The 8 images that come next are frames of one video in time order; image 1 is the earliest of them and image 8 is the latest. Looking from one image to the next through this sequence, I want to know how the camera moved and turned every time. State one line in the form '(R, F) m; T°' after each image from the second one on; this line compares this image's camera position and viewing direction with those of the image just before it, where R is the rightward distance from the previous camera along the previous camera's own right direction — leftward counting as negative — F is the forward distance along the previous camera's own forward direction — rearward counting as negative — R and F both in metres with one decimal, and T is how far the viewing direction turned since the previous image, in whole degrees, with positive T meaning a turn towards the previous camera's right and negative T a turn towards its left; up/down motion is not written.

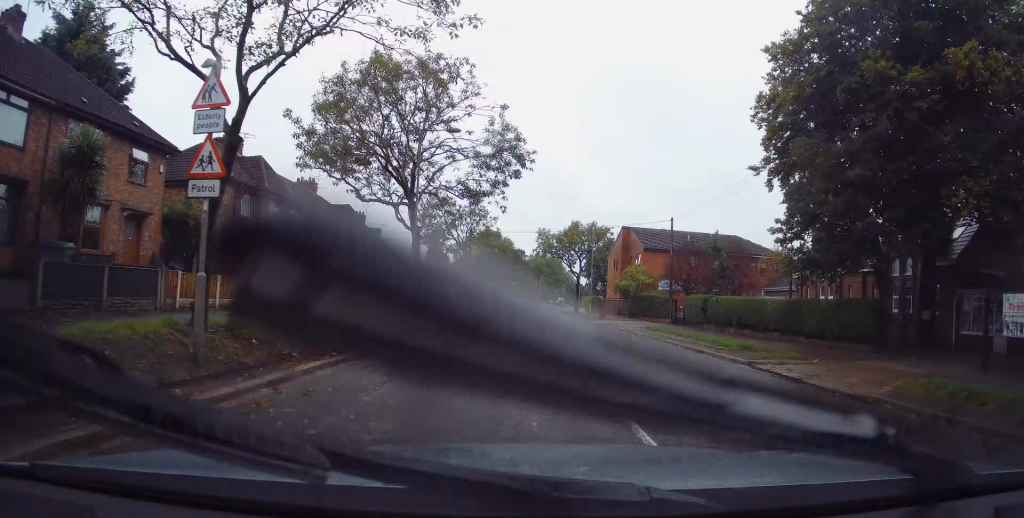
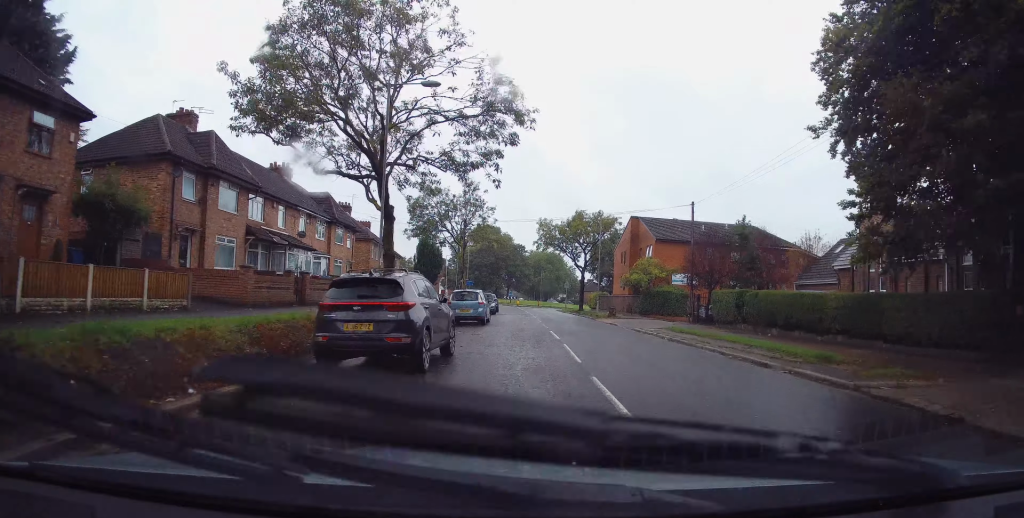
(-0.1, +4.9) m; -1°
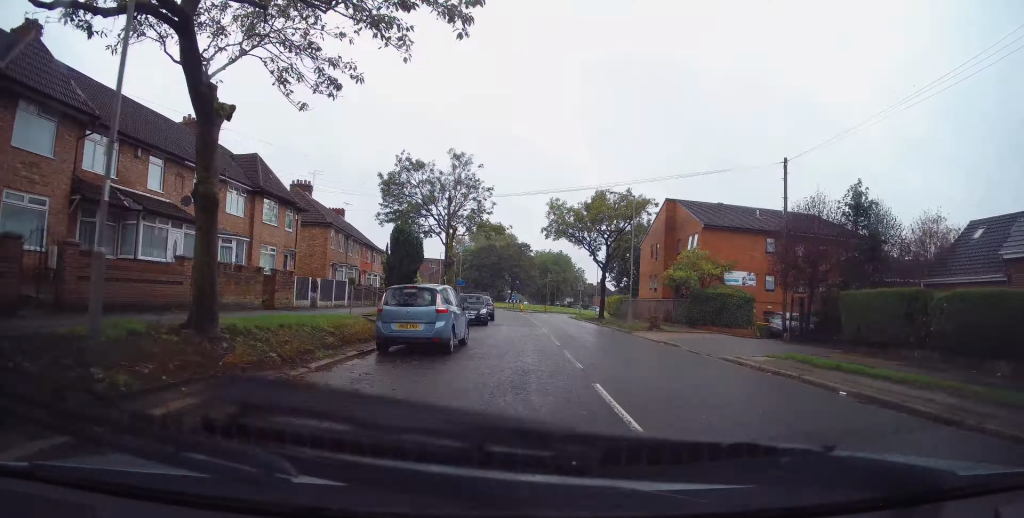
(0.0, +12.2) m; +2°
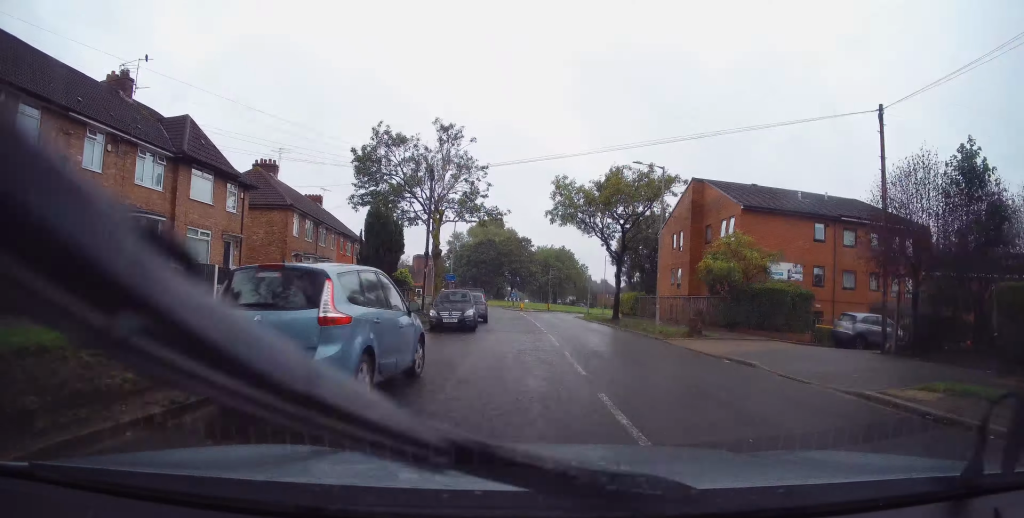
(+0.3, +6.9) m; 0°
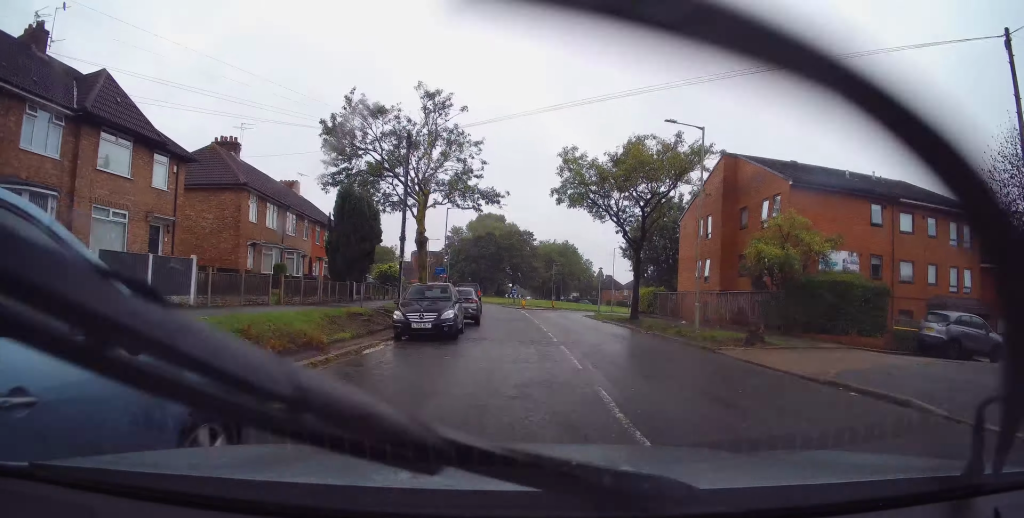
(-0.2, +5.8) m; 0°
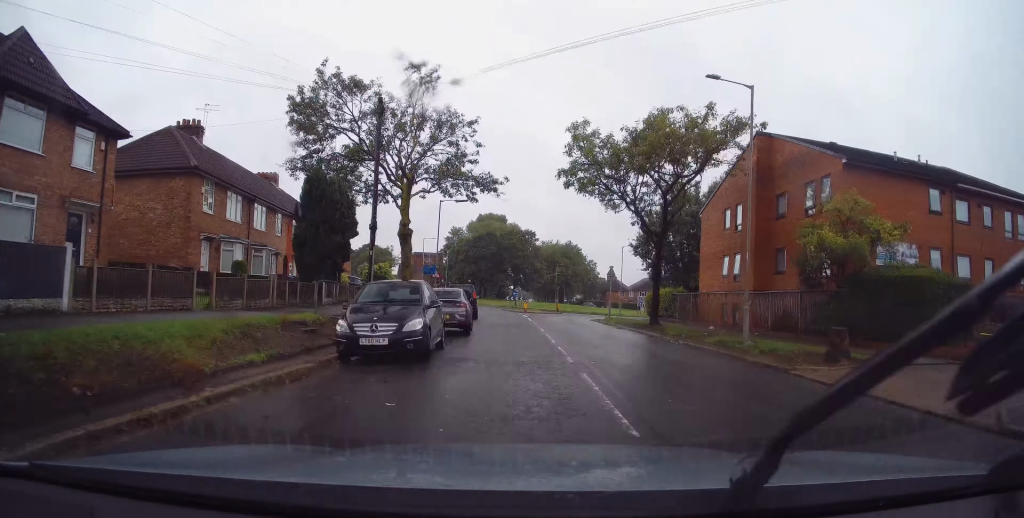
(-0.1, +4.6) m; 0°
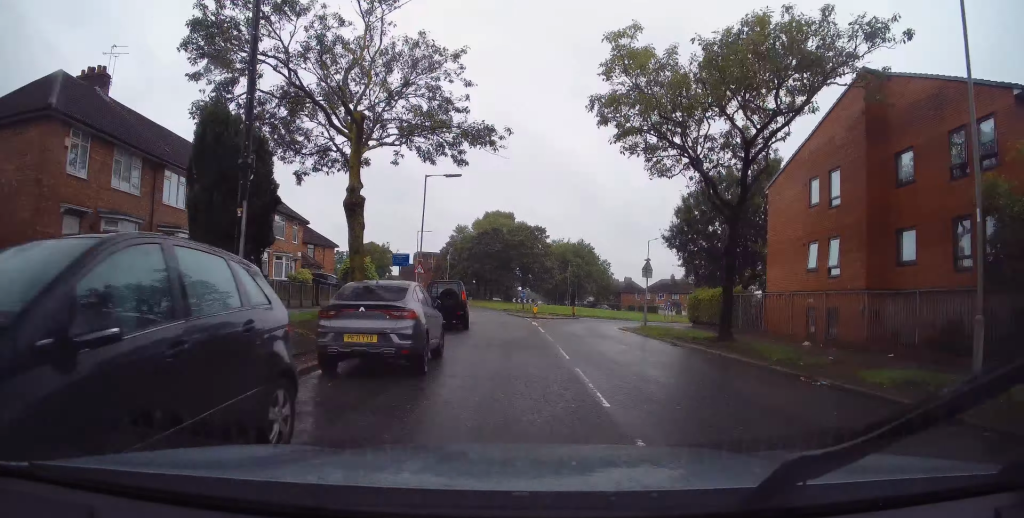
(+0.2, +9.1) m; -1°
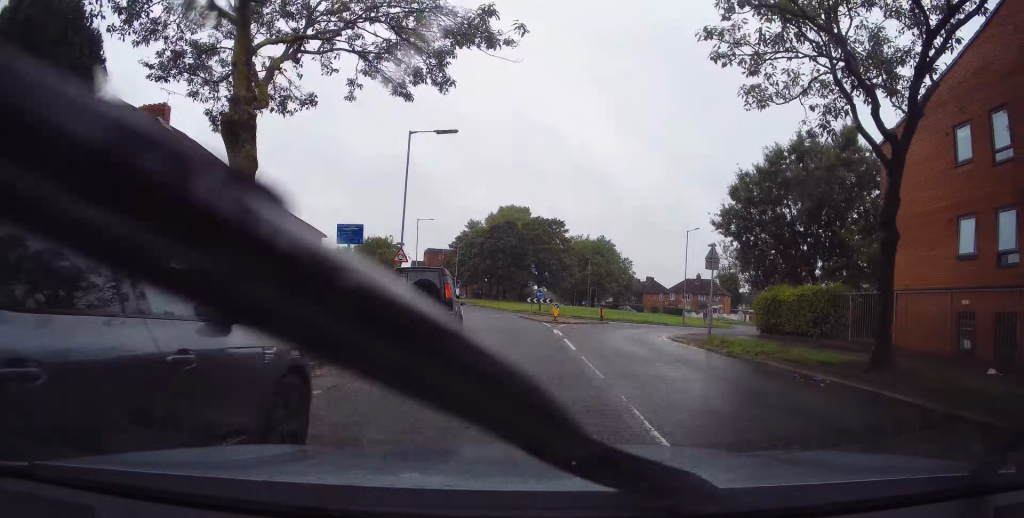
(-0.3, +8.3) m; -2°
